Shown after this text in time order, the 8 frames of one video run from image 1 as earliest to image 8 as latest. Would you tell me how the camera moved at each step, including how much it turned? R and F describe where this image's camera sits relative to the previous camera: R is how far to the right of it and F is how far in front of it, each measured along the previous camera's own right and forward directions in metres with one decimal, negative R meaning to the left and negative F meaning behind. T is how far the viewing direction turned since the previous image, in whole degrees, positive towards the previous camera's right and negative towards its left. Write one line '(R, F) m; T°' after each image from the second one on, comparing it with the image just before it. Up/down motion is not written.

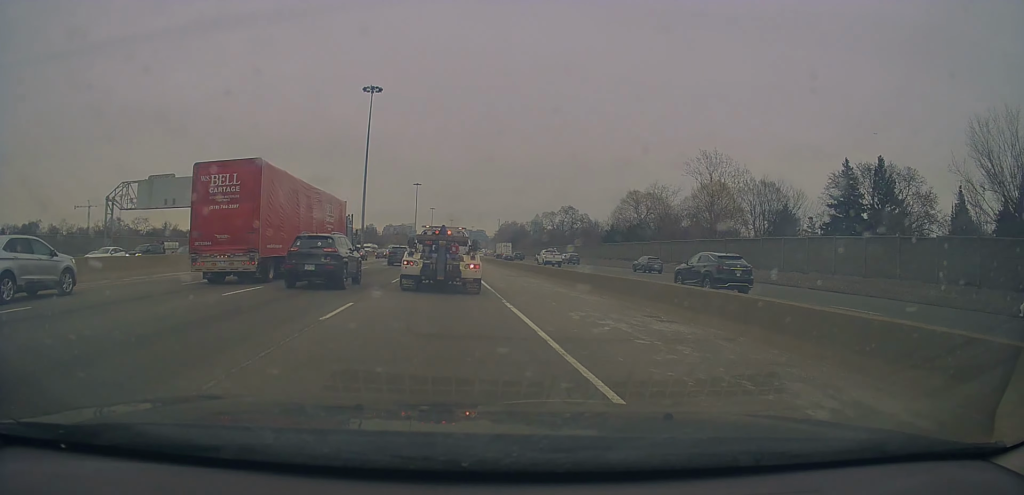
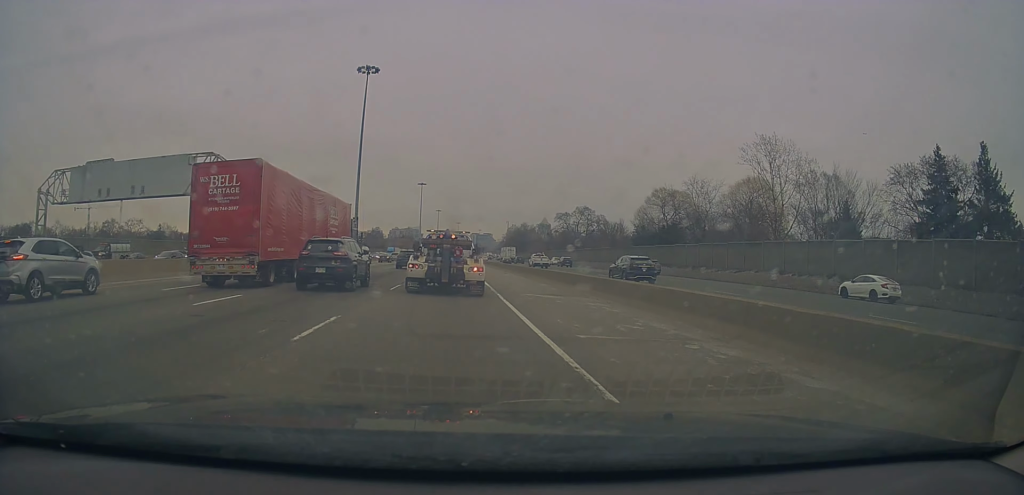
(0.0, +14.6) m; +1°
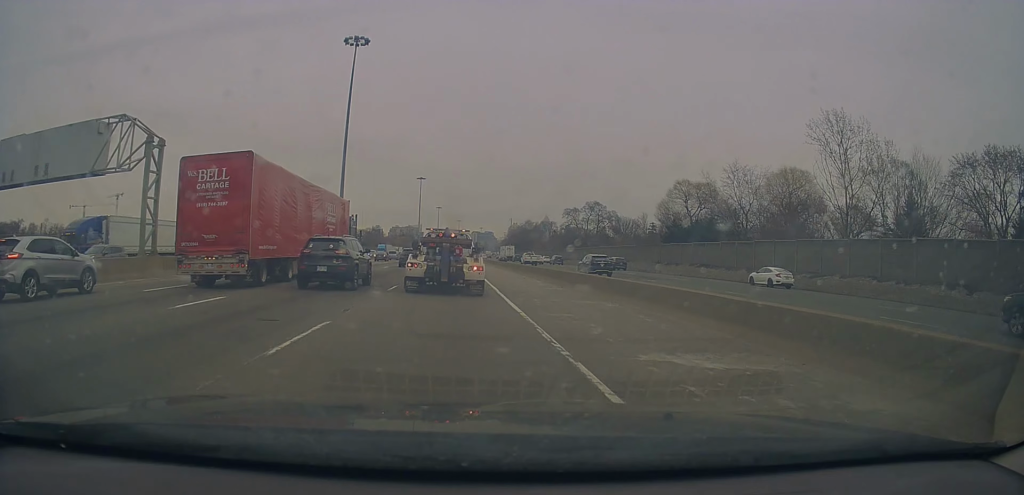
(+0.2, +13.8) m; 0°
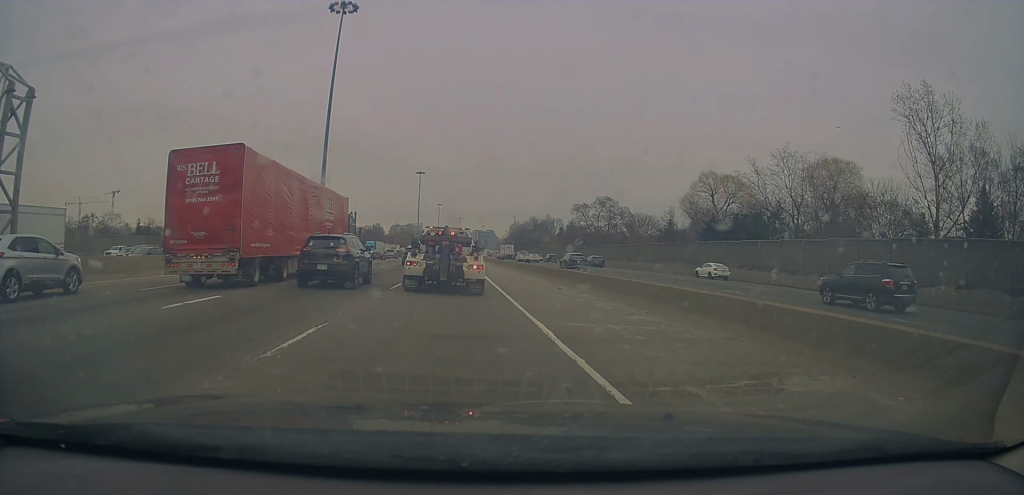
(-0.1, +11.2) m; -1°
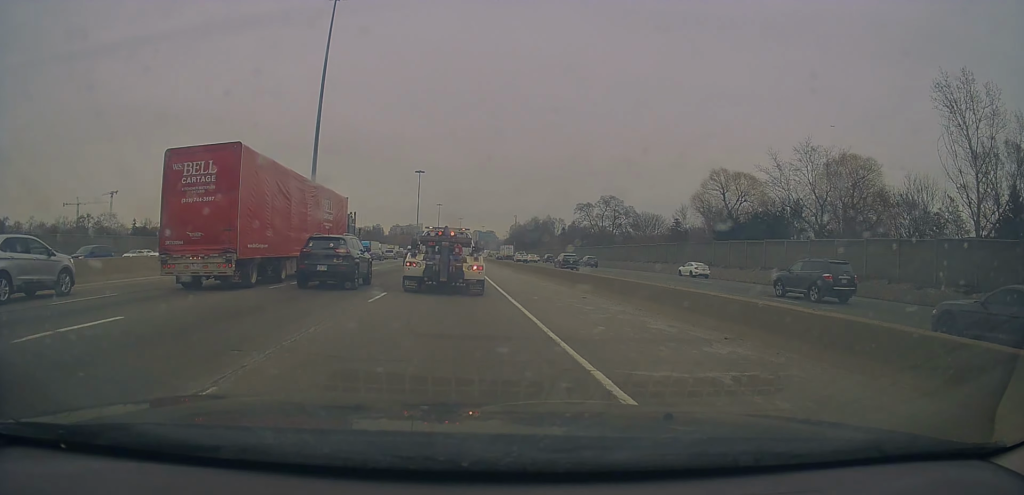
(0.0, +4.5) m; 0°
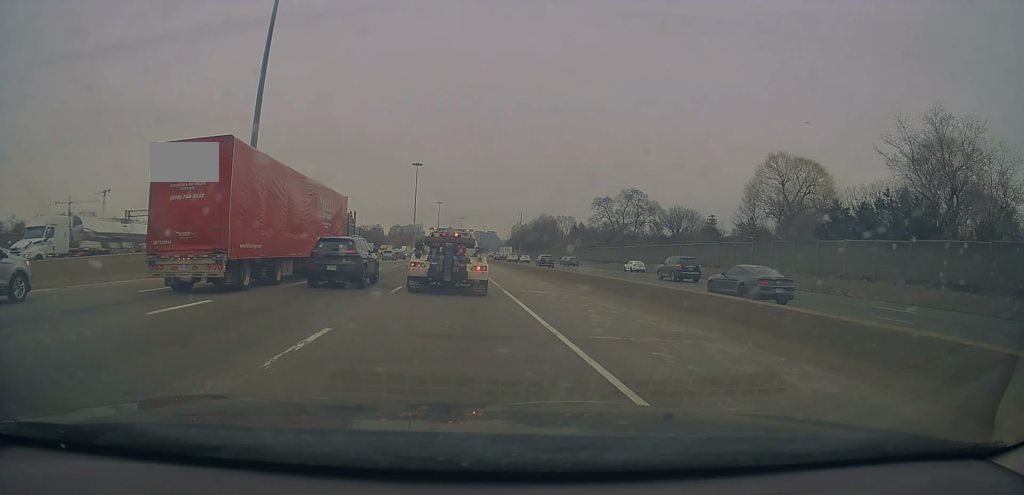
(+0.5, +19.9) m; +2°
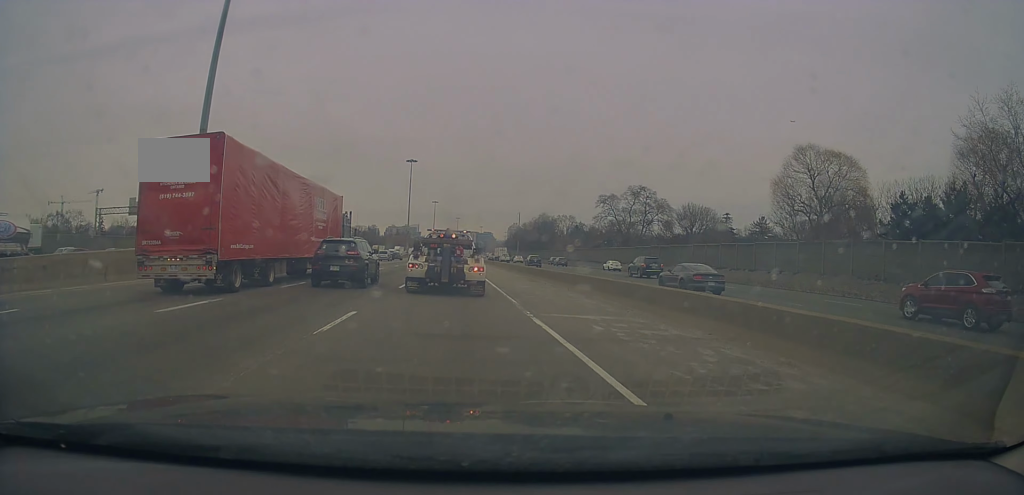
(-0.1, +9.5) m; -2°
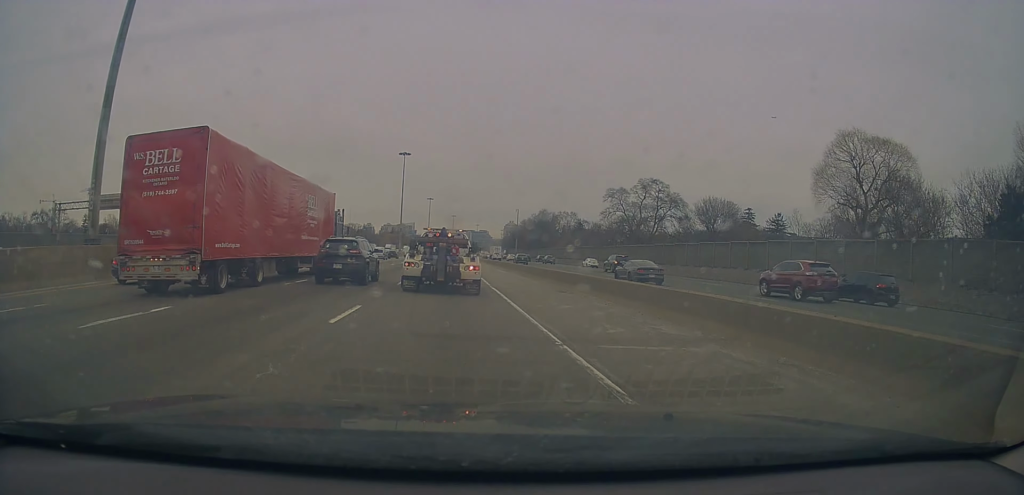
(-0.4, +12.7) m; 0°
